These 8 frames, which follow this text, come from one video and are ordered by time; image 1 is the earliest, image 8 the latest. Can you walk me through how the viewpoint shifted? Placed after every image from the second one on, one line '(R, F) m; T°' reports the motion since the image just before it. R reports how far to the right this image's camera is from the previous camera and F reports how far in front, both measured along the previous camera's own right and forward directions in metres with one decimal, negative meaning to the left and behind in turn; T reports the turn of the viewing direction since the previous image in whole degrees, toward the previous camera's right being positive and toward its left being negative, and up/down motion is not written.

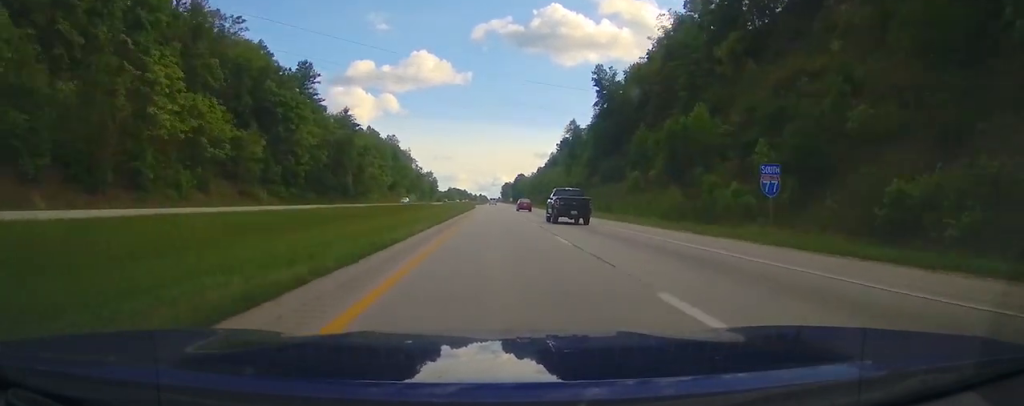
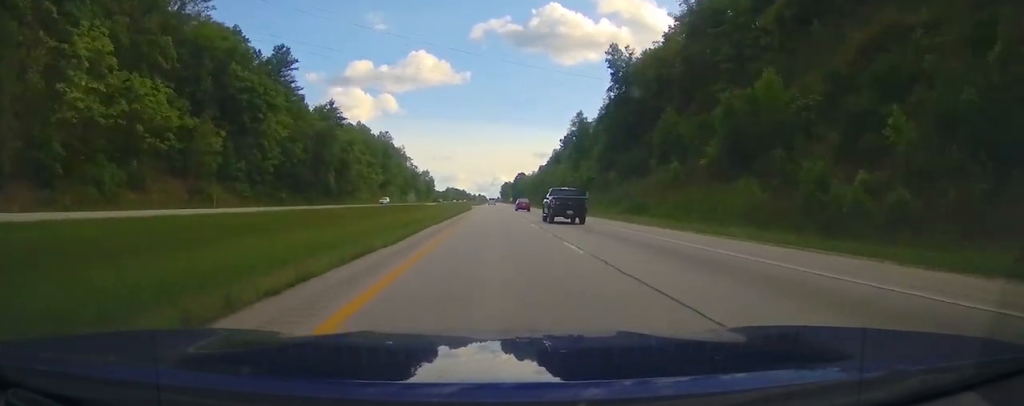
(0.0, +15.8) m; 0°
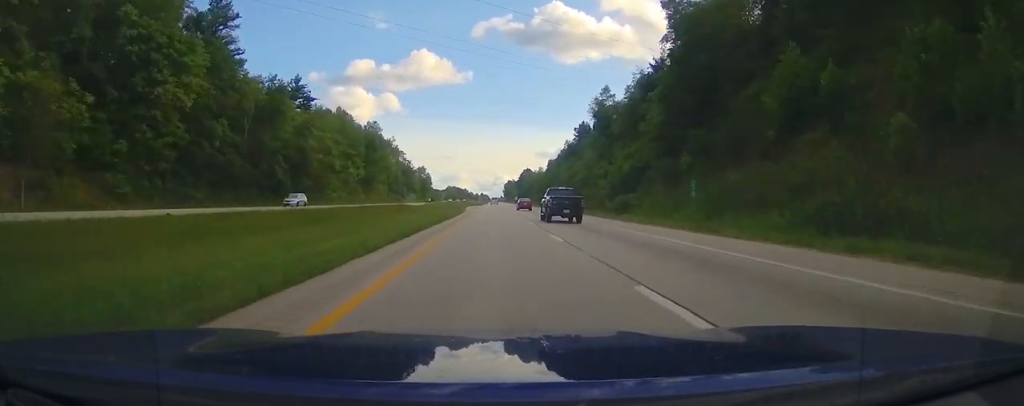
(0.0, +32.7) m; 0°
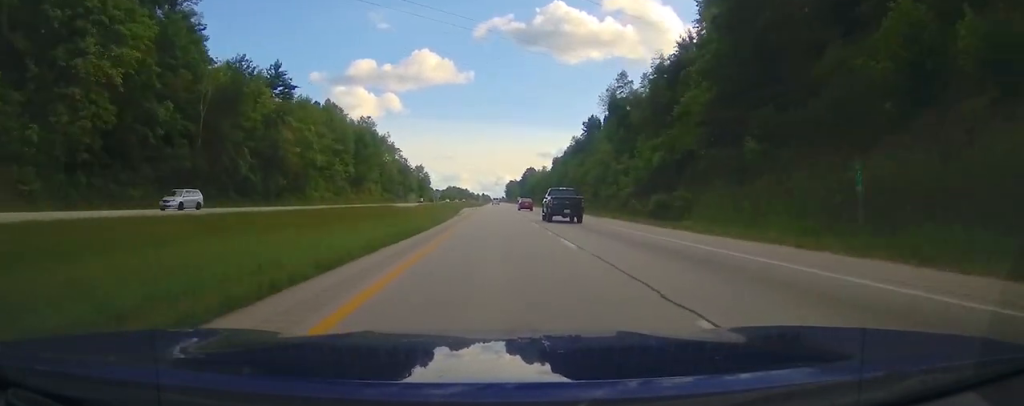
(0.0, +14.6) m; 0°
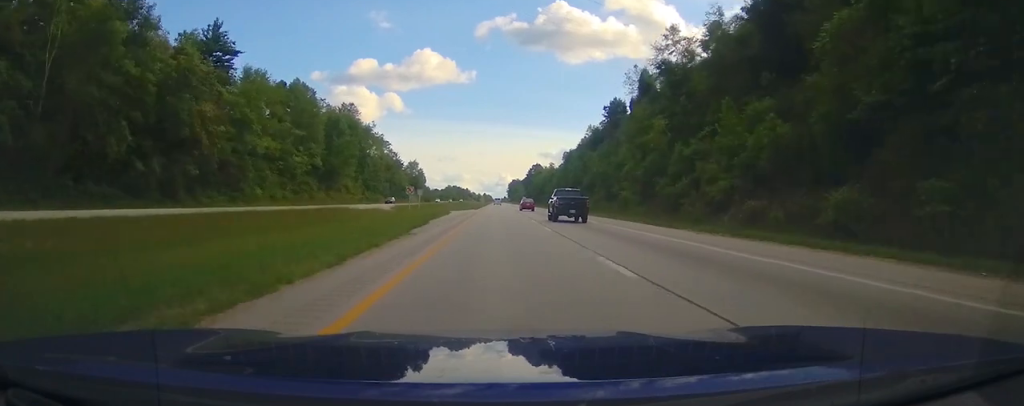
(+0.1, +30.1) m; 0°
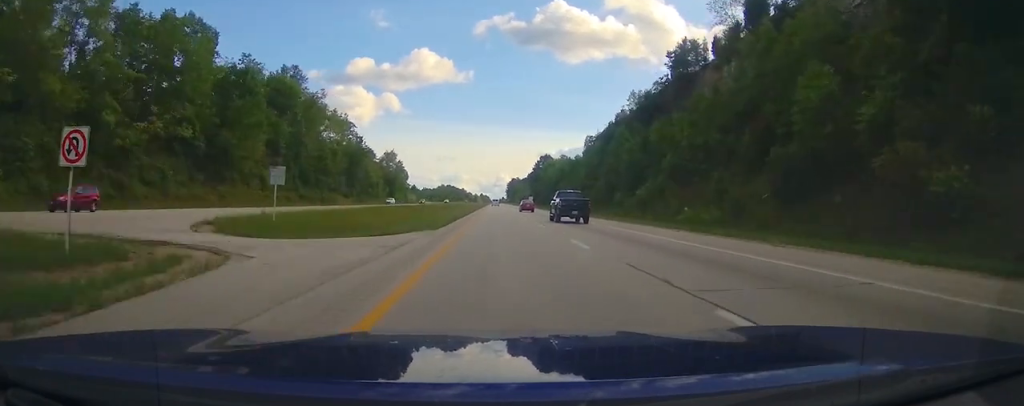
(-0.2, +54.7) m; 0°
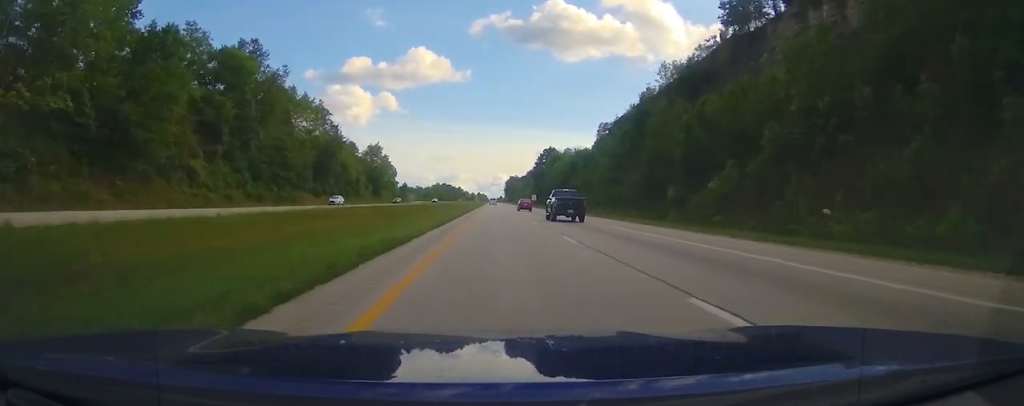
(0.0, +23.5) m; 0°
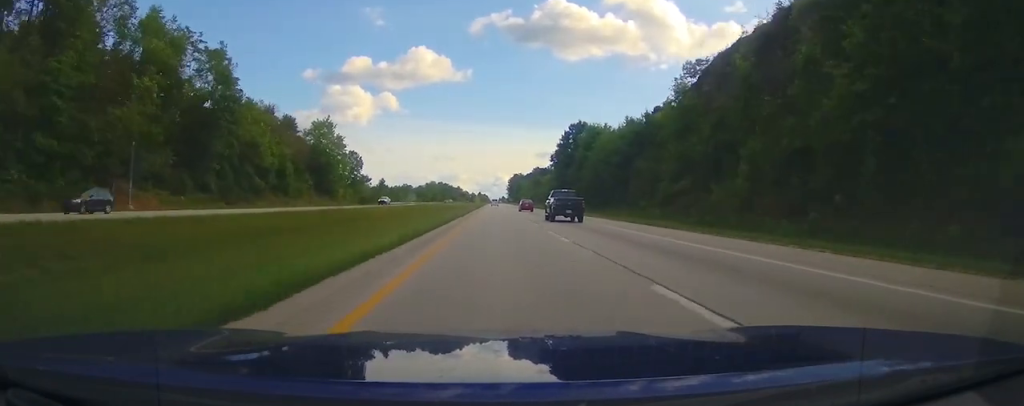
(+0.5, +59.7) m; 0°
